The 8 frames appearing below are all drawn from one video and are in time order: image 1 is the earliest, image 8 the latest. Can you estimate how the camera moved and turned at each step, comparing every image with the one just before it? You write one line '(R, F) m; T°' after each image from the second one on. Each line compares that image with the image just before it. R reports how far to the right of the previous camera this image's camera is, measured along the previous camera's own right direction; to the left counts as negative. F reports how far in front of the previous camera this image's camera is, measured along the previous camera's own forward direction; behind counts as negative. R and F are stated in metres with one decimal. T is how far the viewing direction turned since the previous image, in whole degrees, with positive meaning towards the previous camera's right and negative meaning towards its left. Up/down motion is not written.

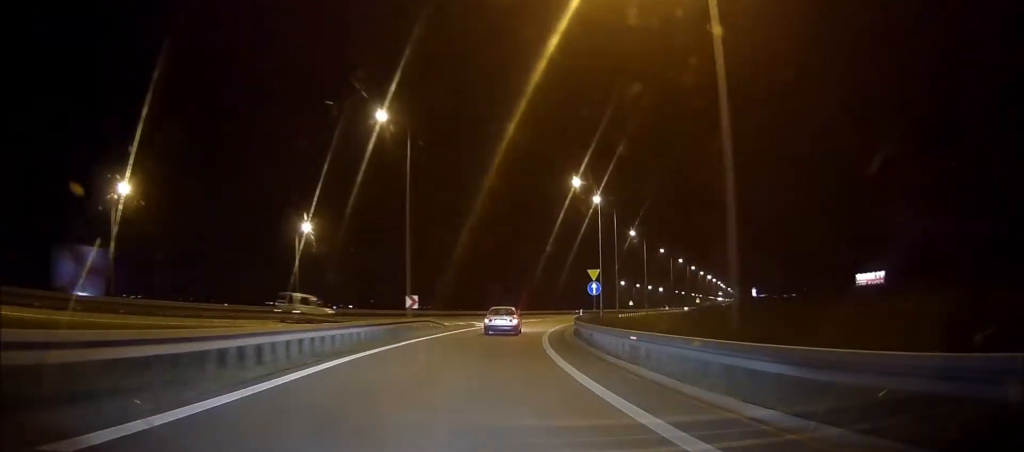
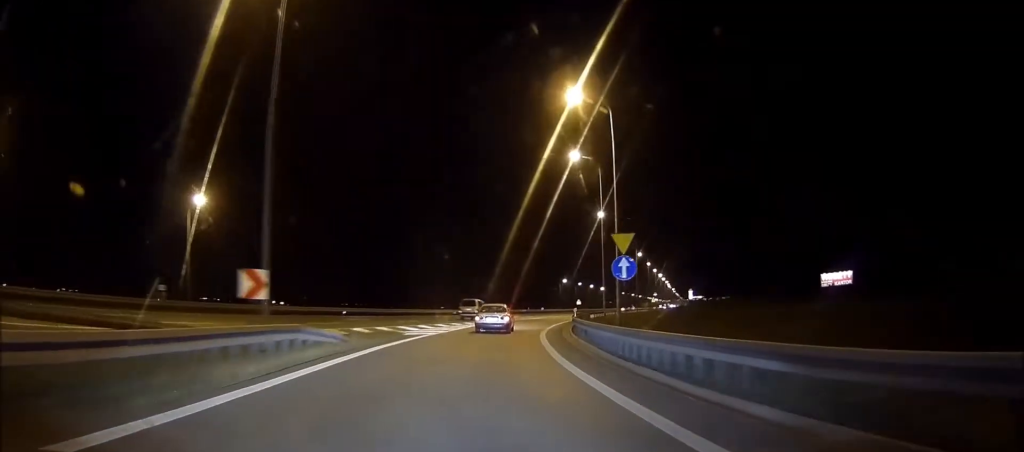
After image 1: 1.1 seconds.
(0.0, +18.8) m; 0°
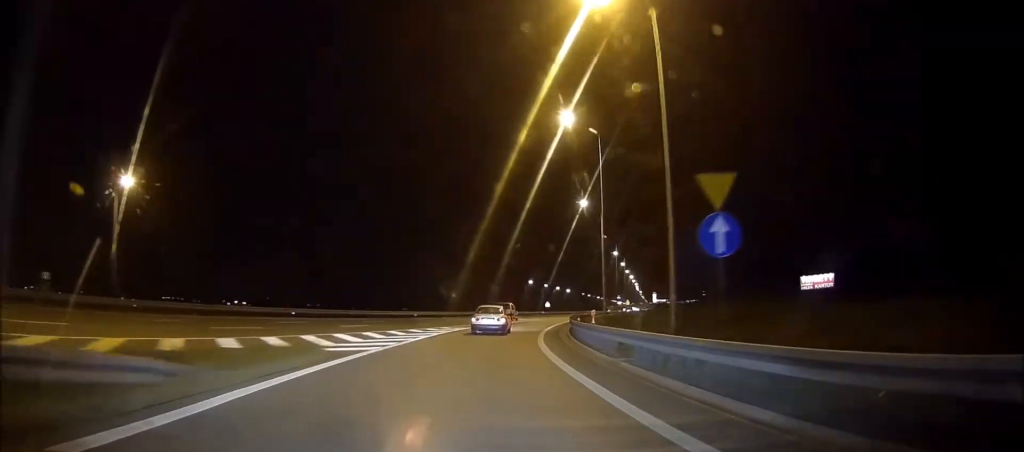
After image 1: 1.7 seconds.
(0.0, +11.3) m; 0°
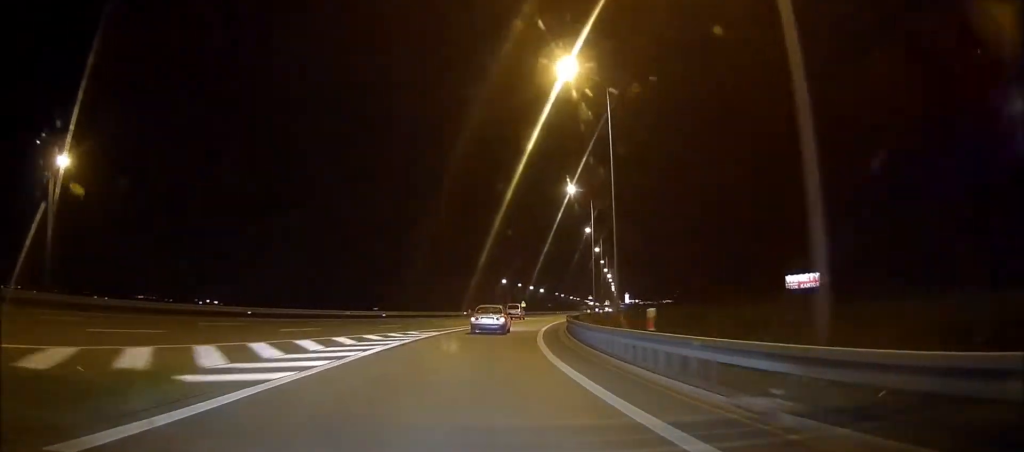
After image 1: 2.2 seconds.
(0.0, +9.0) m; 0°
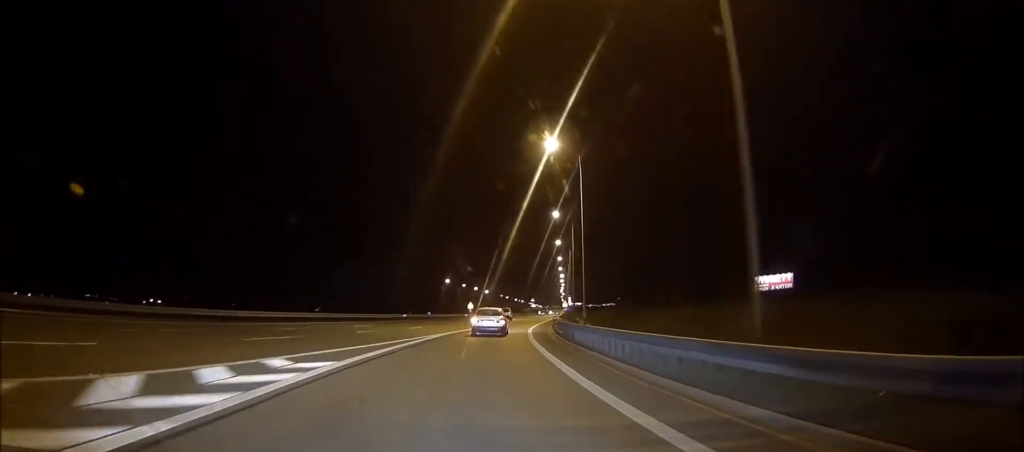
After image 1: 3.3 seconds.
(0.0, +20.2) m; 0°
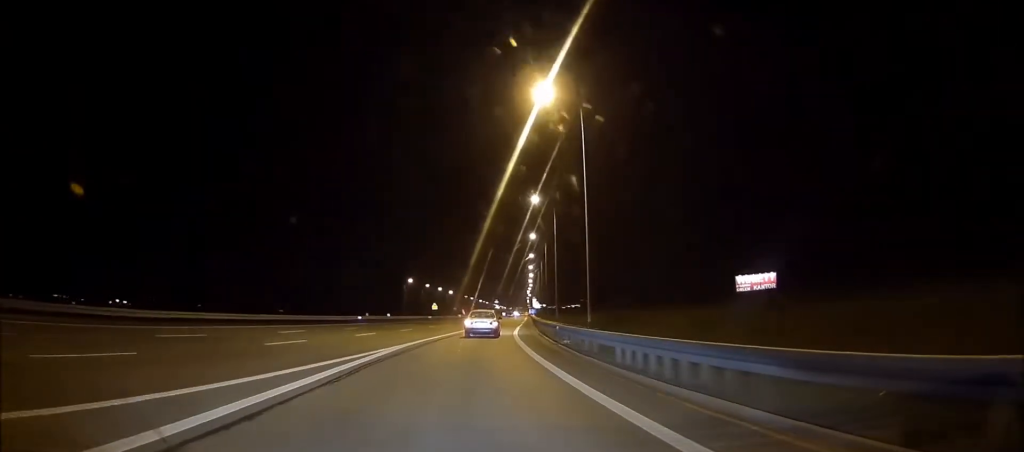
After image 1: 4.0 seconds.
(0.0, +13.3) m; 0°
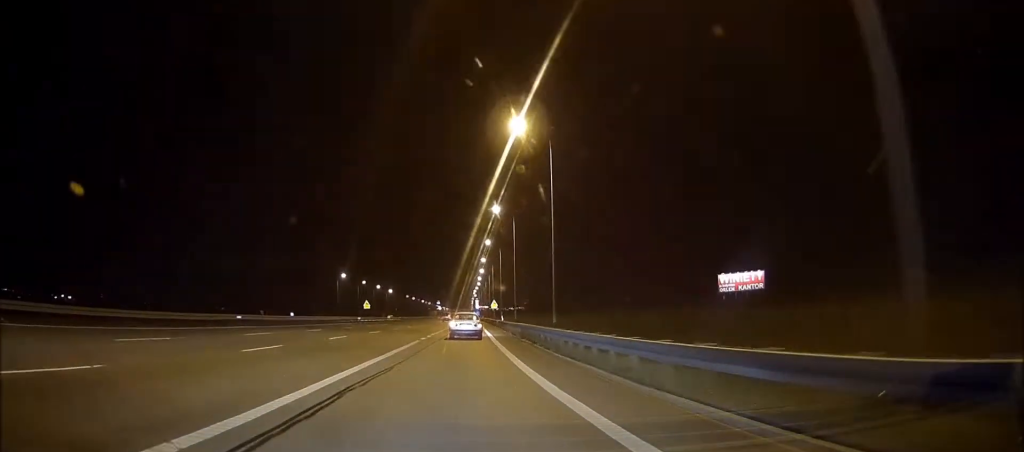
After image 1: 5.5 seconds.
(0.0, +32.0) m; 0°
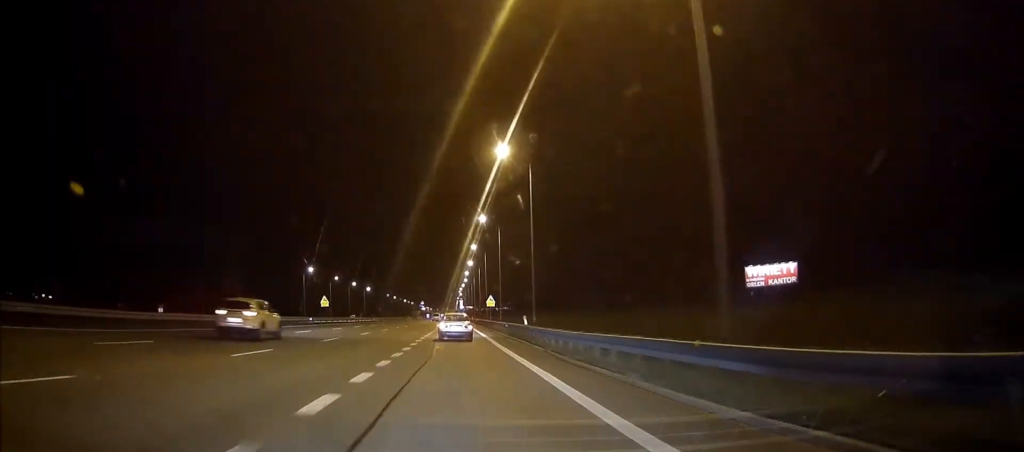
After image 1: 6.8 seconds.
(0.0, +30.5) m; +4°
